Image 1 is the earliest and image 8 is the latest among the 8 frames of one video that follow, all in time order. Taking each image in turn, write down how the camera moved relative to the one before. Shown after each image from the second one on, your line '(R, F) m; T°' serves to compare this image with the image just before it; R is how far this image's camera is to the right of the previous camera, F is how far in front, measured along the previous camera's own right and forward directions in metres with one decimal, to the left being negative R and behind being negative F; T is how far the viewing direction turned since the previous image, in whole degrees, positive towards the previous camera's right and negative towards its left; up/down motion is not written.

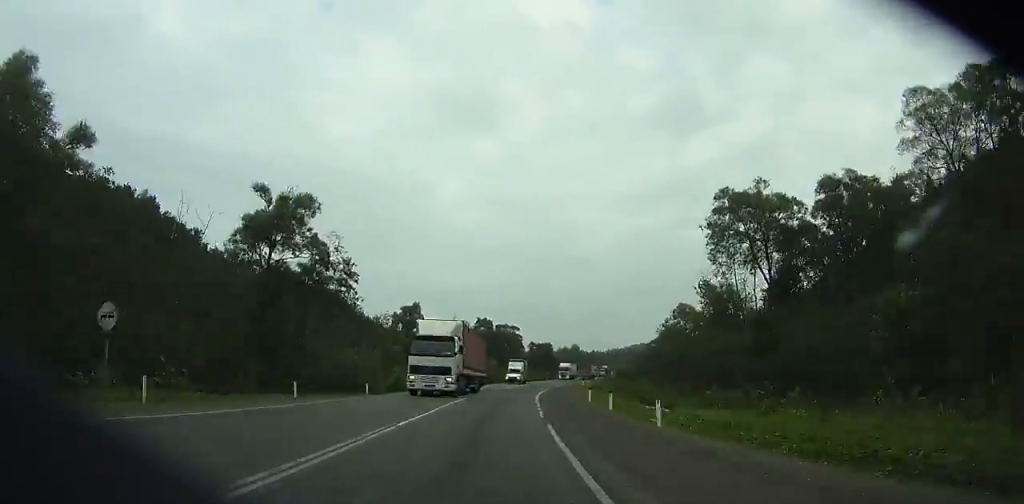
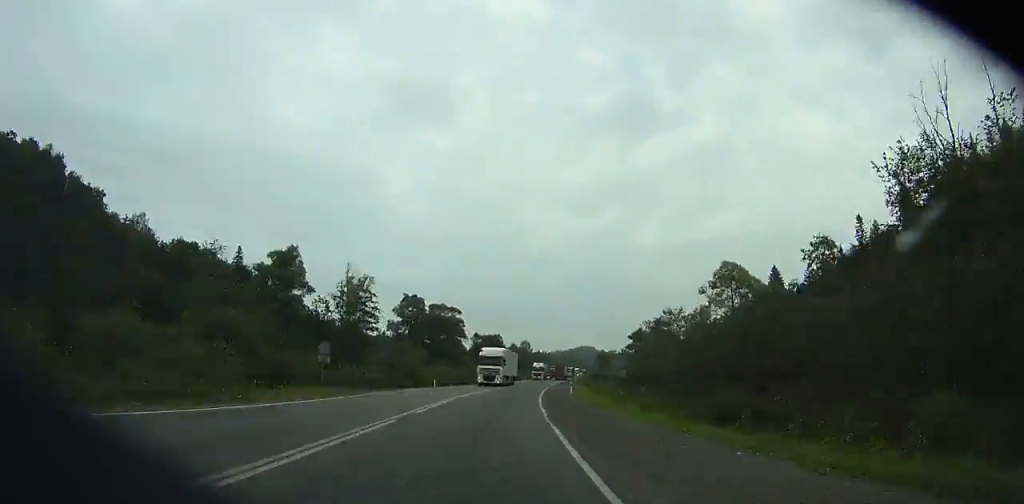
(+1.5, +41.7) m; +5°
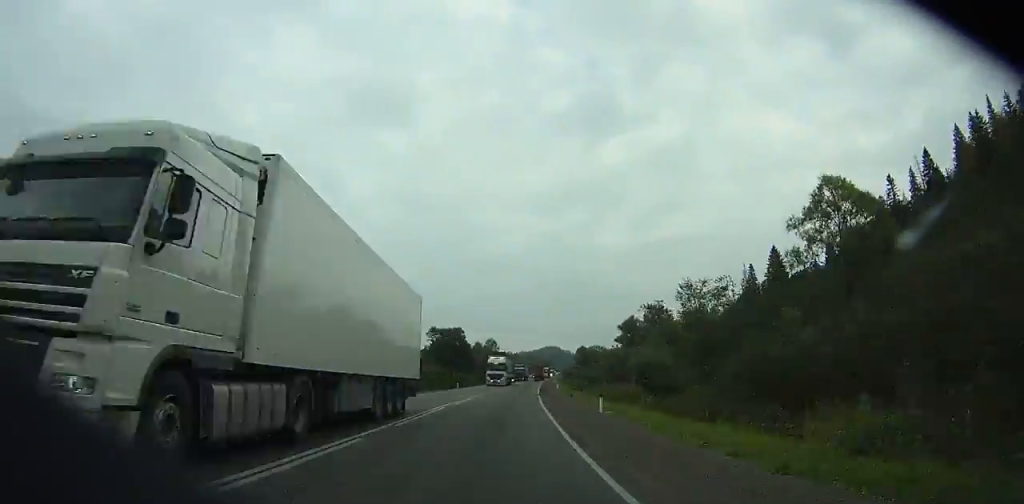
(+1.1, +26.9) m; +3°
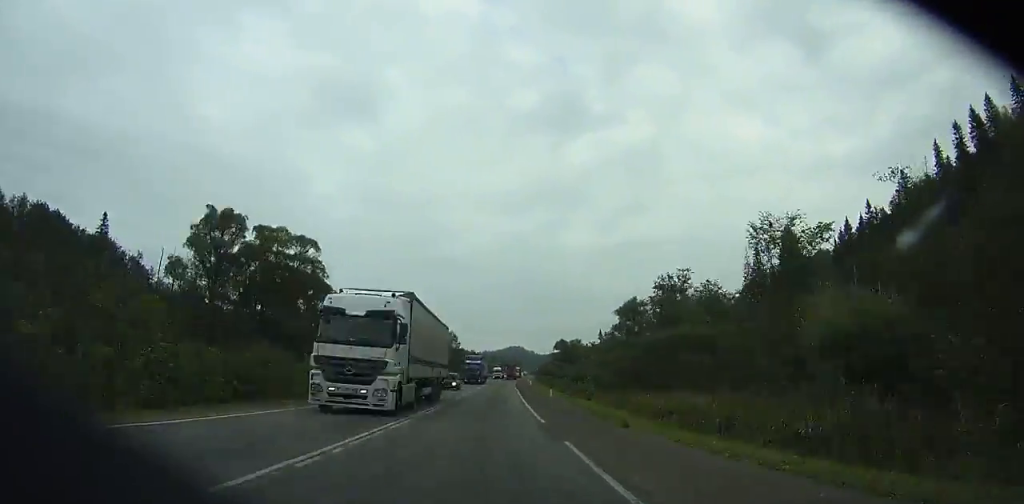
(+0.8, +31.0) m; +3°
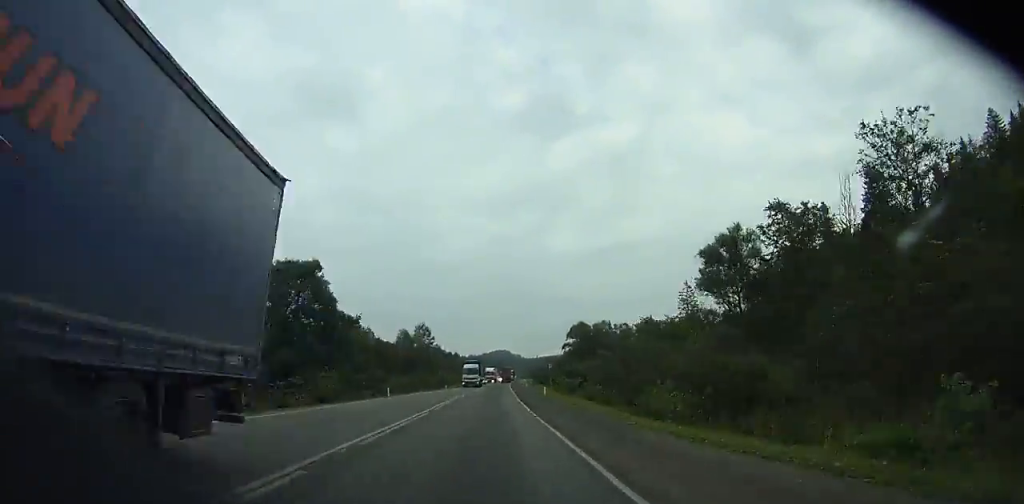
(+1.9, +45.3) m; +3°
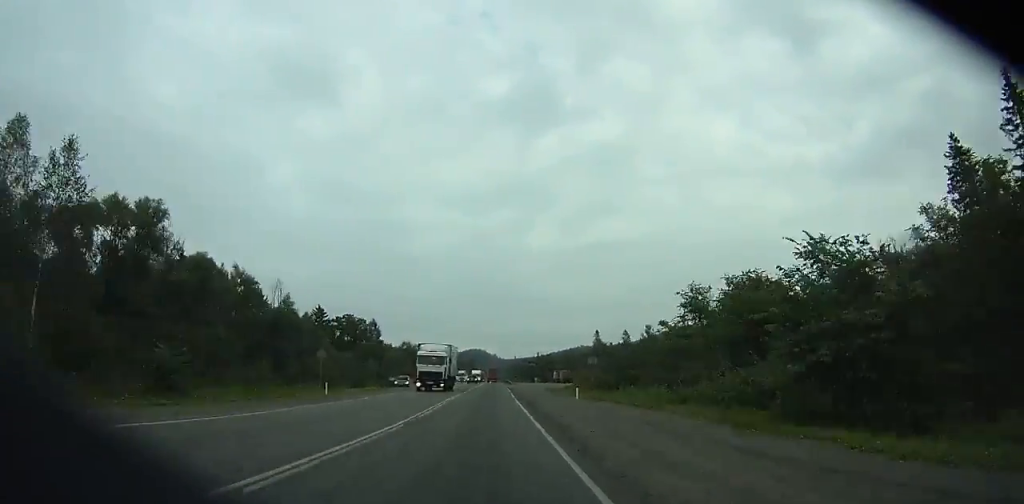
(+5.7, +162.1) m; +3°
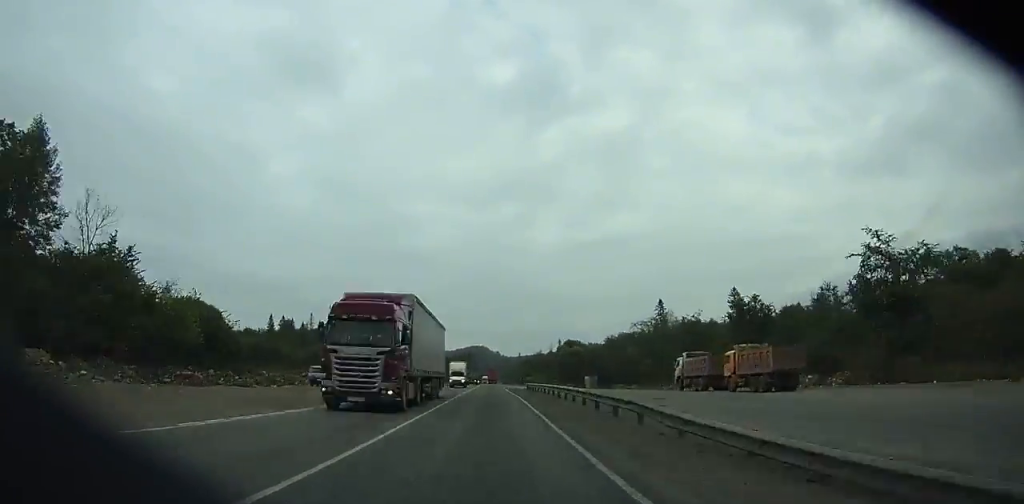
(-0.2, +112.5) m; -1°
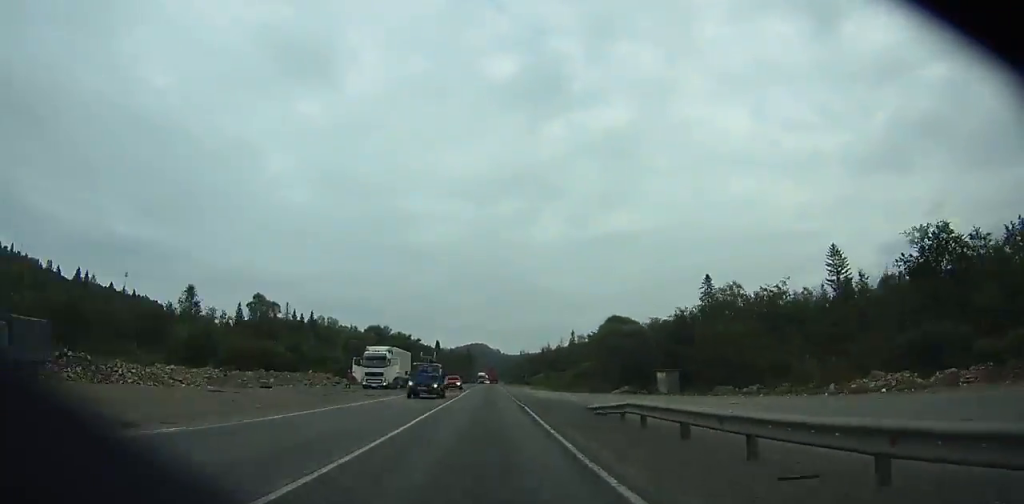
(-0.2, +43.1) m; 0°
